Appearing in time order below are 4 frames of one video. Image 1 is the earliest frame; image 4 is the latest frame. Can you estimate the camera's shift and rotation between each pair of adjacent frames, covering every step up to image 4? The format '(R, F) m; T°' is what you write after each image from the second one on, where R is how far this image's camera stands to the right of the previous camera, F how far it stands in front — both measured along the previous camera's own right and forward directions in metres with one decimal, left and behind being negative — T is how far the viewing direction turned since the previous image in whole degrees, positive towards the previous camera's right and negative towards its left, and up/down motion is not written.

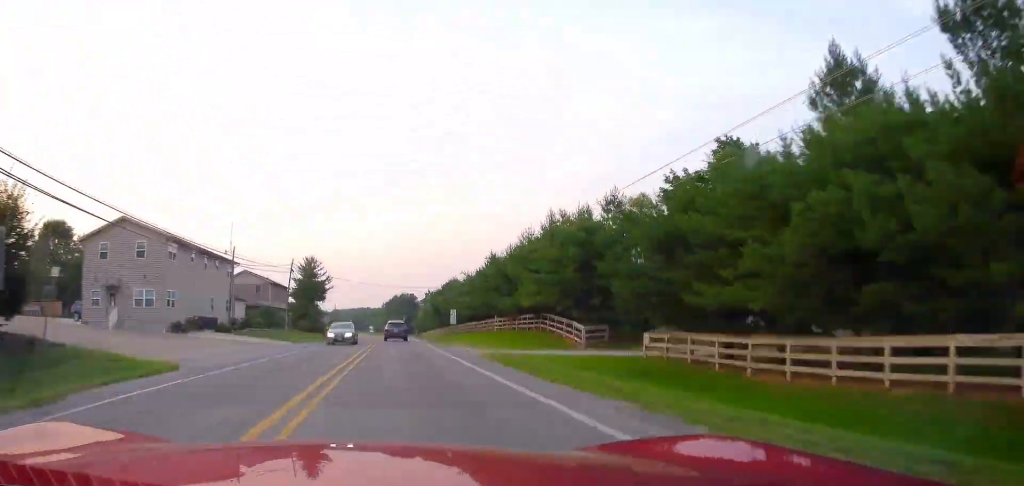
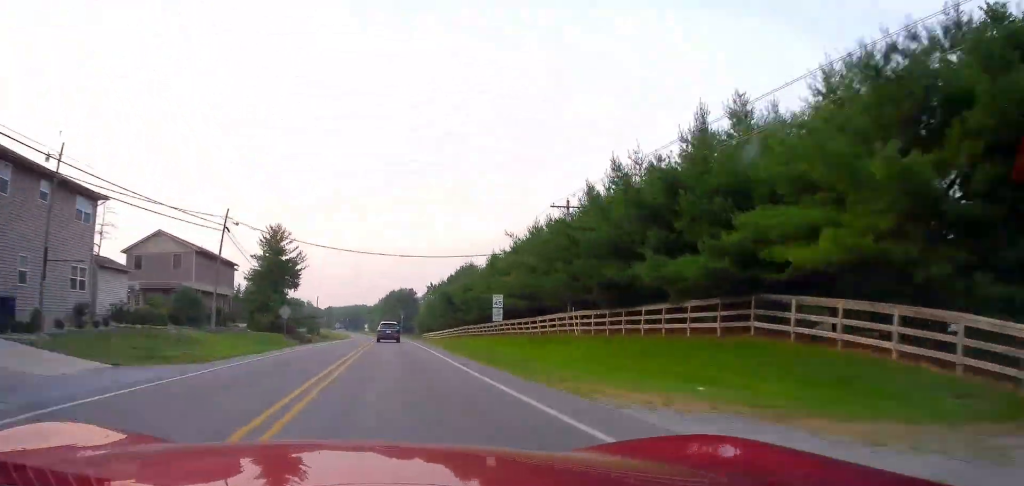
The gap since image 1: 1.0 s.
(+0.2, +28.1) m; 0°
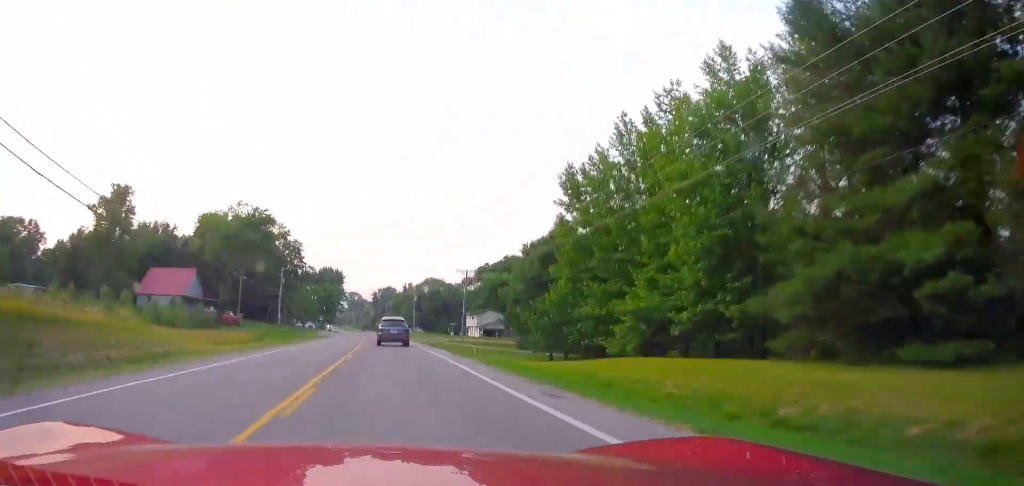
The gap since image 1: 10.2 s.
(-13.0, +268.0) m; -8°
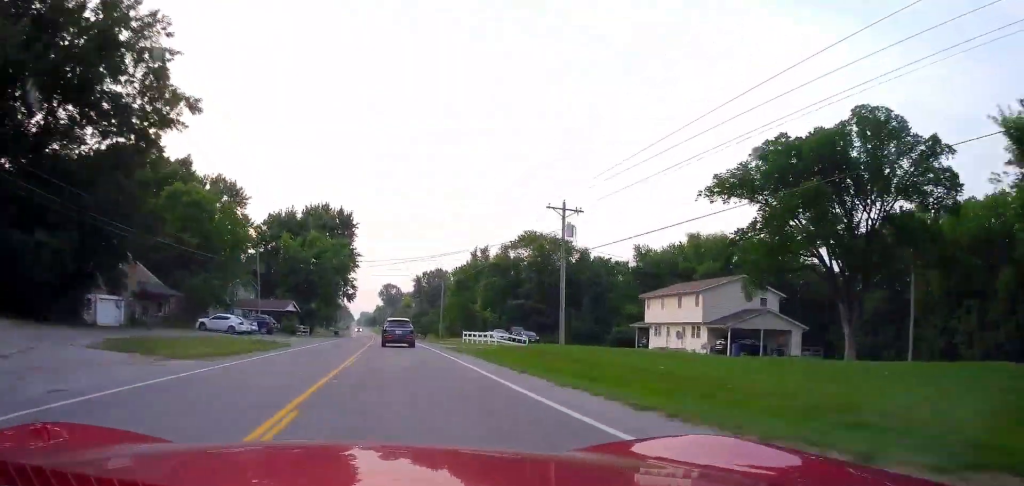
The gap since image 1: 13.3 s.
(-2.1, +89.8) m; -4°
